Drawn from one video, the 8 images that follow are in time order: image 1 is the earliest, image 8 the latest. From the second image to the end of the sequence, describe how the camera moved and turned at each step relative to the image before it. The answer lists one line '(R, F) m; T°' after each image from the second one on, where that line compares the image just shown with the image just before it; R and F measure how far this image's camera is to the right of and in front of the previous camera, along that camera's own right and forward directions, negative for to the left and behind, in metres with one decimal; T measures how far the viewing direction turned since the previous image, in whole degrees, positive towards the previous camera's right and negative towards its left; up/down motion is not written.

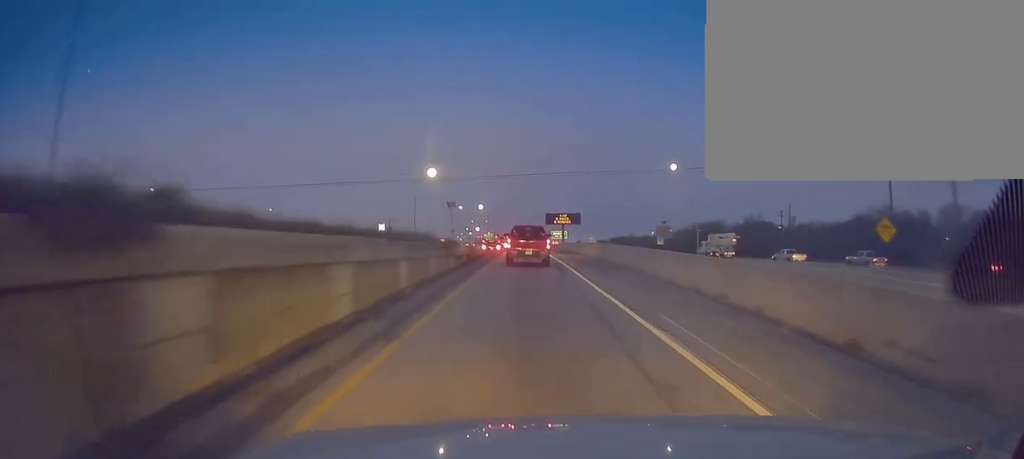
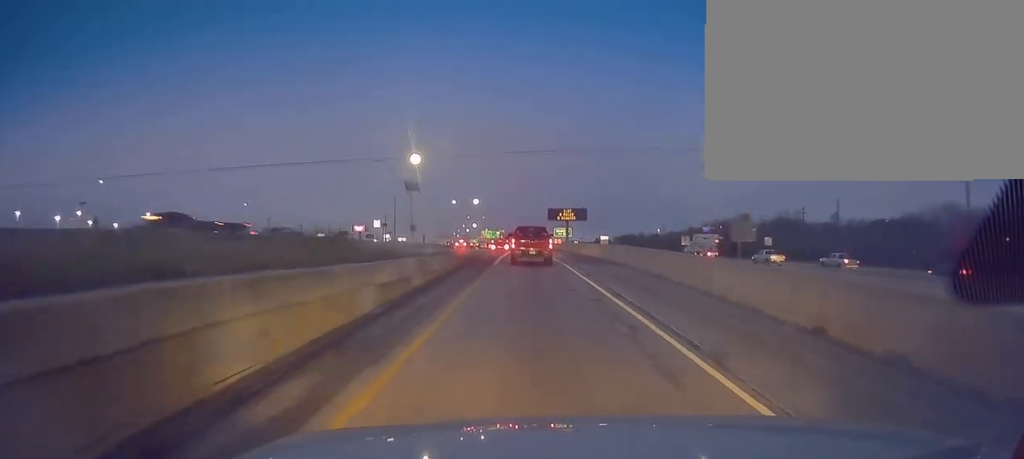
(-0.1, +17.5) m; +1°
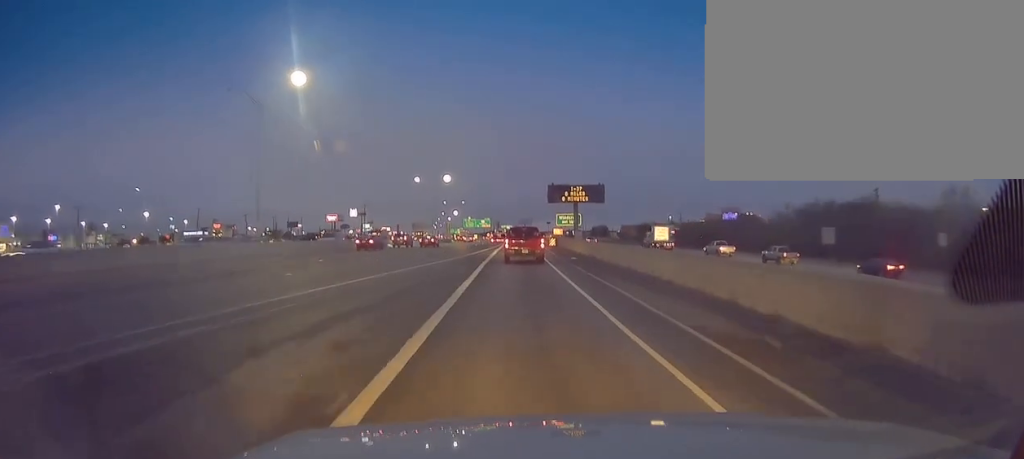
(+0.9, +47.8) m; +1°
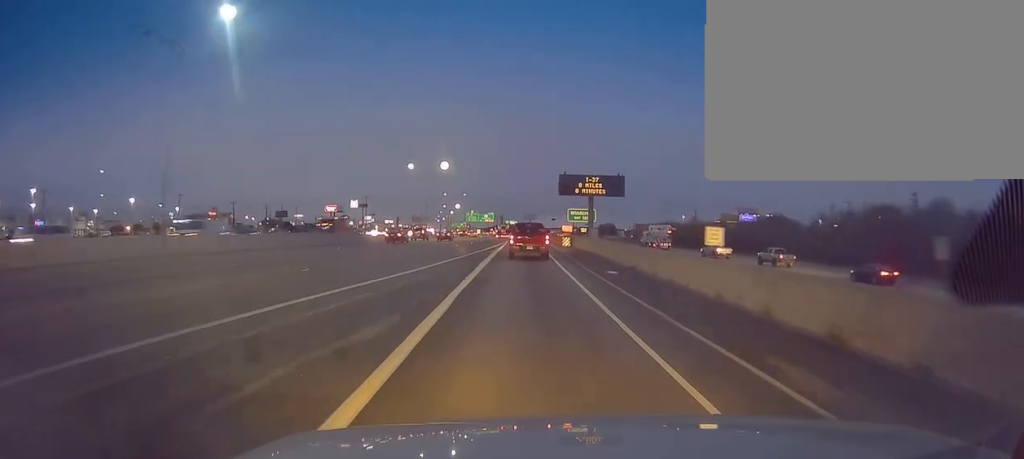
(-0.1, +13.9) m; +1°
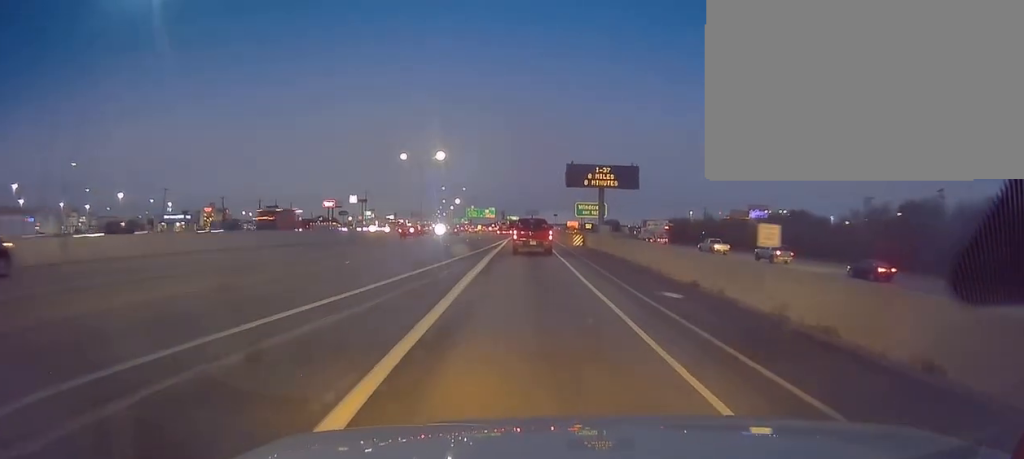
(+0.2, +9.4) m; 0°
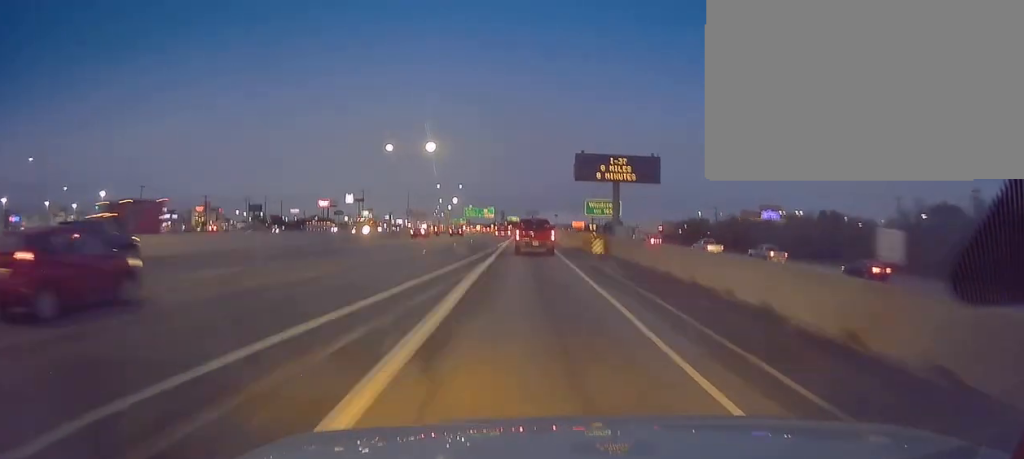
(+0.3, +12.3) m; 0°
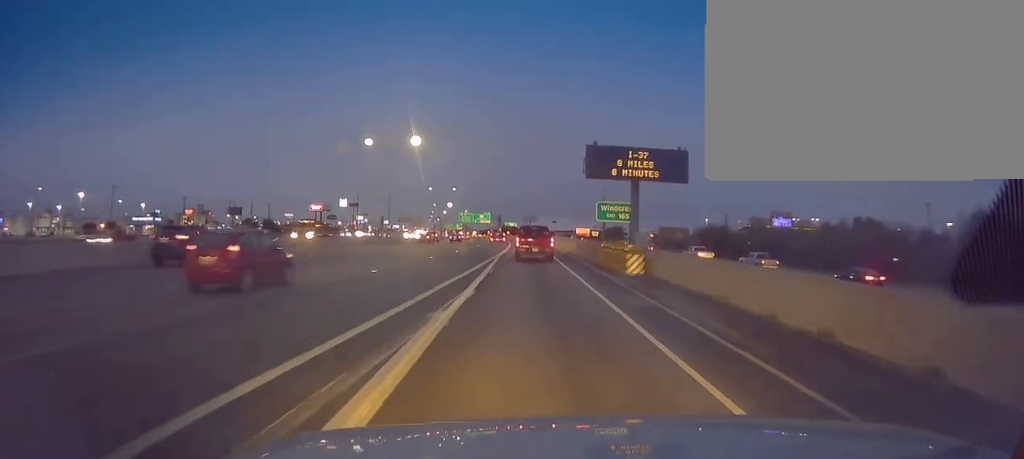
(-0.3, +12.4) m; -1°
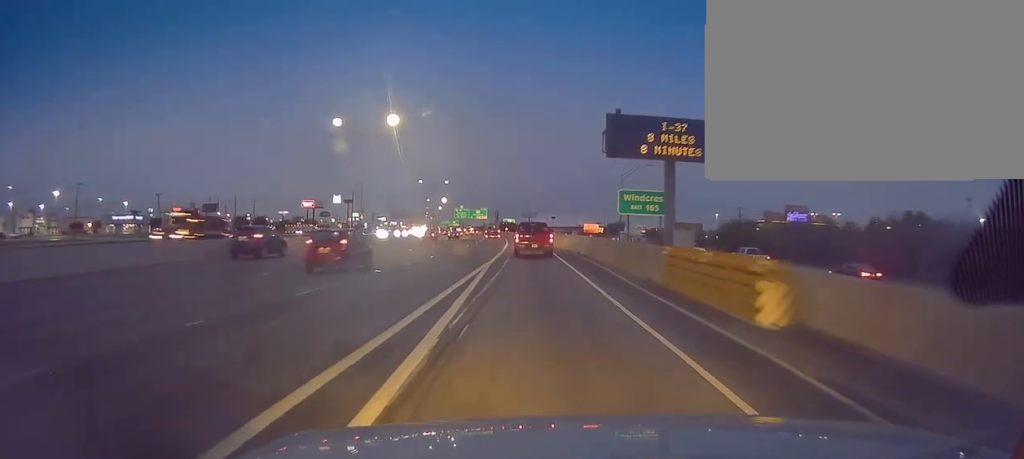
(-0.2, +14.0) m; -1°
